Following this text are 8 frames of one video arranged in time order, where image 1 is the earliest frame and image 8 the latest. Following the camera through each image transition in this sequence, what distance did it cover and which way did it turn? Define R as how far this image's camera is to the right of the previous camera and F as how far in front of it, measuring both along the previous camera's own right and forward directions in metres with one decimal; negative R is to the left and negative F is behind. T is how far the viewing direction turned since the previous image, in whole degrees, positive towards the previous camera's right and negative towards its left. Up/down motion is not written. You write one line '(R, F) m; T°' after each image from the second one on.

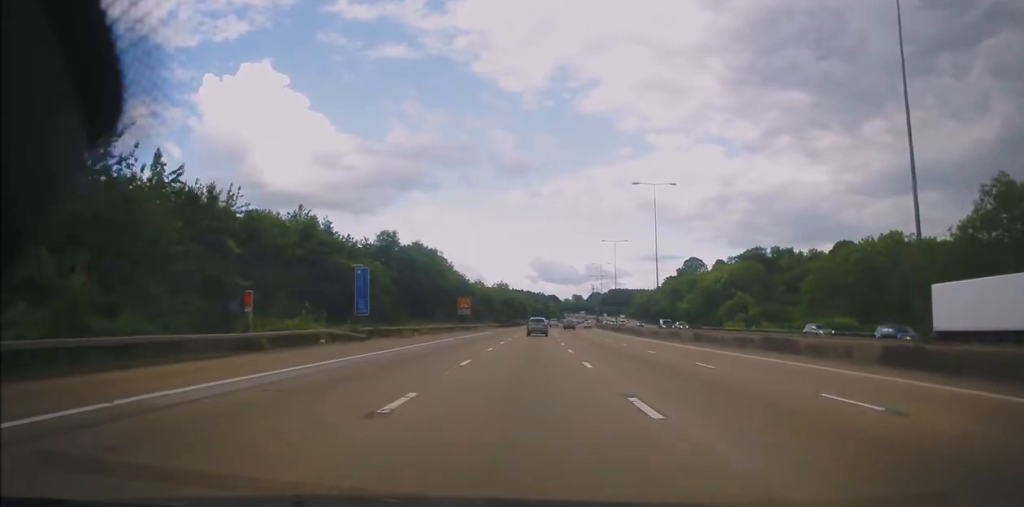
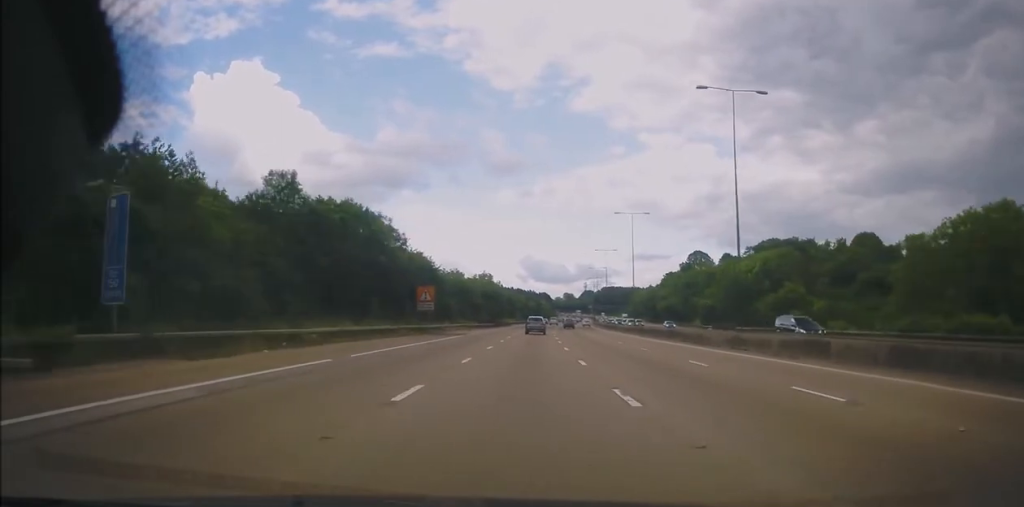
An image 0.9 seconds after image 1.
(+0.2, +25.7) m; +1°
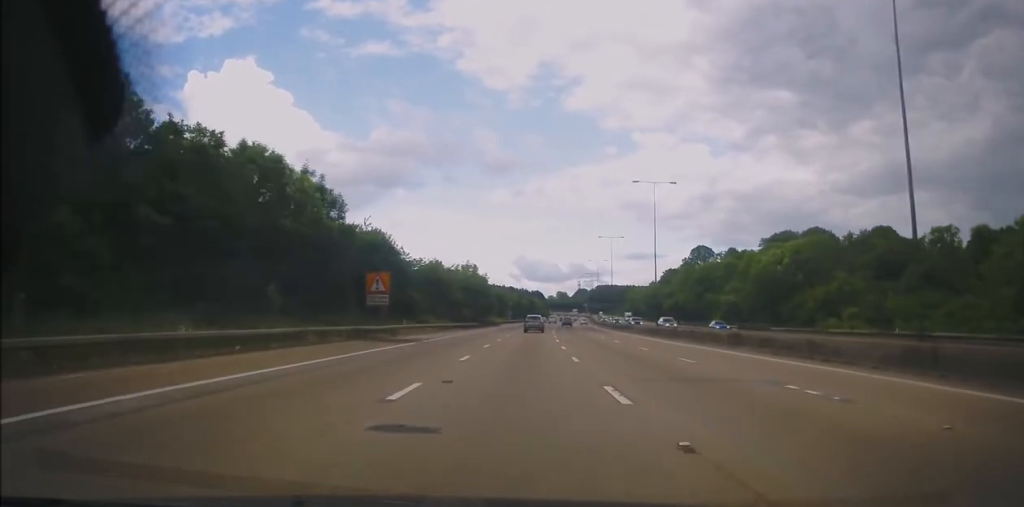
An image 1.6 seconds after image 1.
(+0.1, +17.4) m; +1°
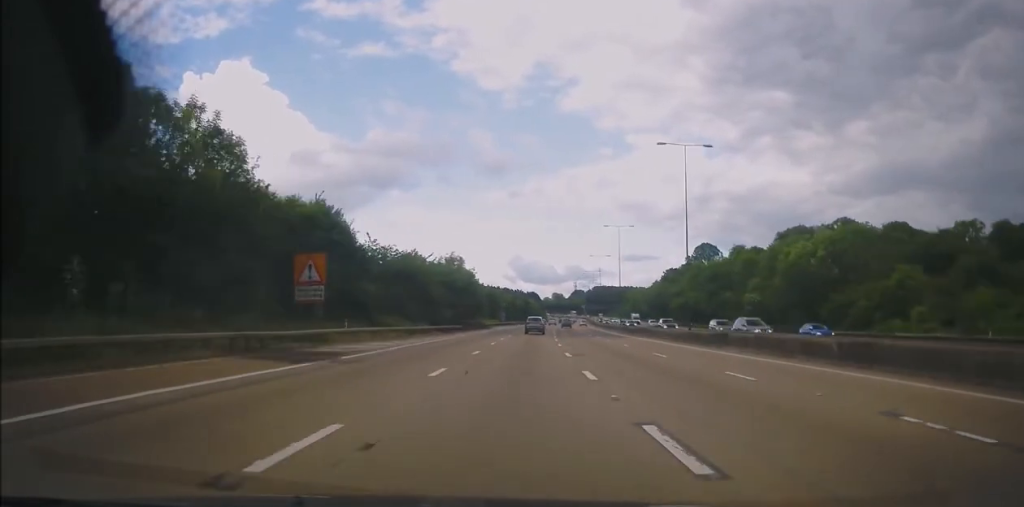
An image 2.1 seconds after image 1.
(+0.1, +13.7) m; 0°
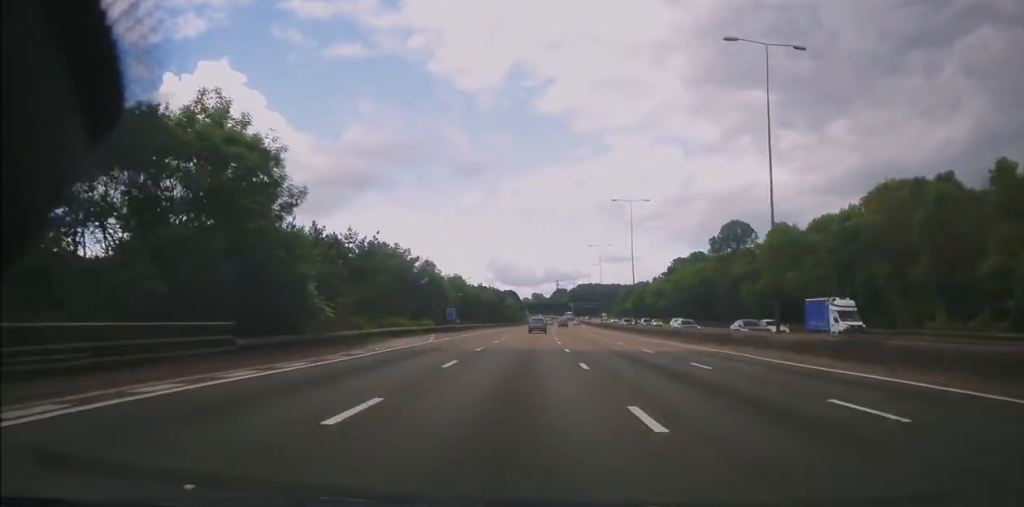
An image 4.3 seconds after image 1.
(+1.4, +61.3) m; +3°
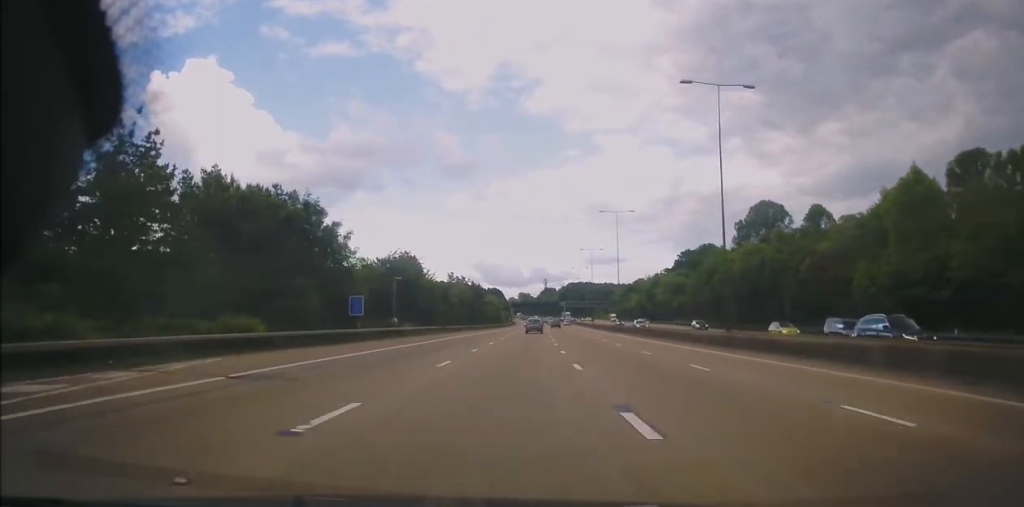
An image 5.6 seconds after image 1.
(+0.3, +36.2) m; 0°
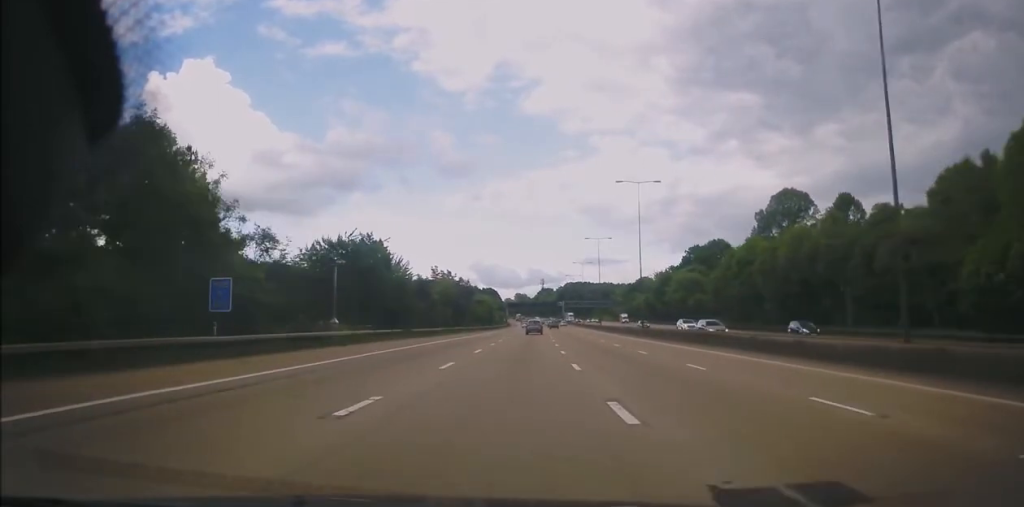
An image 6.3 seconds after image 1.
(-0.1, +17.1) m; 0°
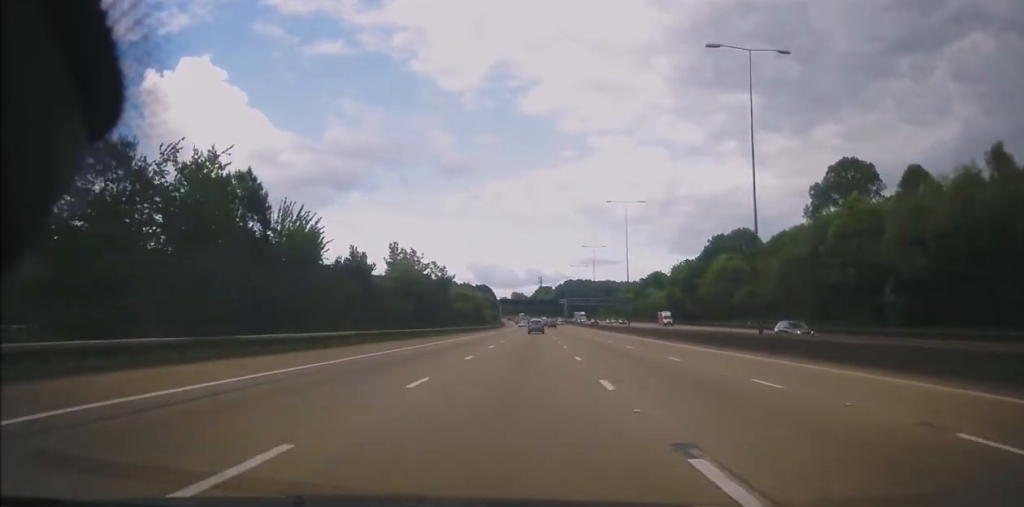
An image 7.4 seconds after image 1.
(+0.2, +31.0) m; +1°
